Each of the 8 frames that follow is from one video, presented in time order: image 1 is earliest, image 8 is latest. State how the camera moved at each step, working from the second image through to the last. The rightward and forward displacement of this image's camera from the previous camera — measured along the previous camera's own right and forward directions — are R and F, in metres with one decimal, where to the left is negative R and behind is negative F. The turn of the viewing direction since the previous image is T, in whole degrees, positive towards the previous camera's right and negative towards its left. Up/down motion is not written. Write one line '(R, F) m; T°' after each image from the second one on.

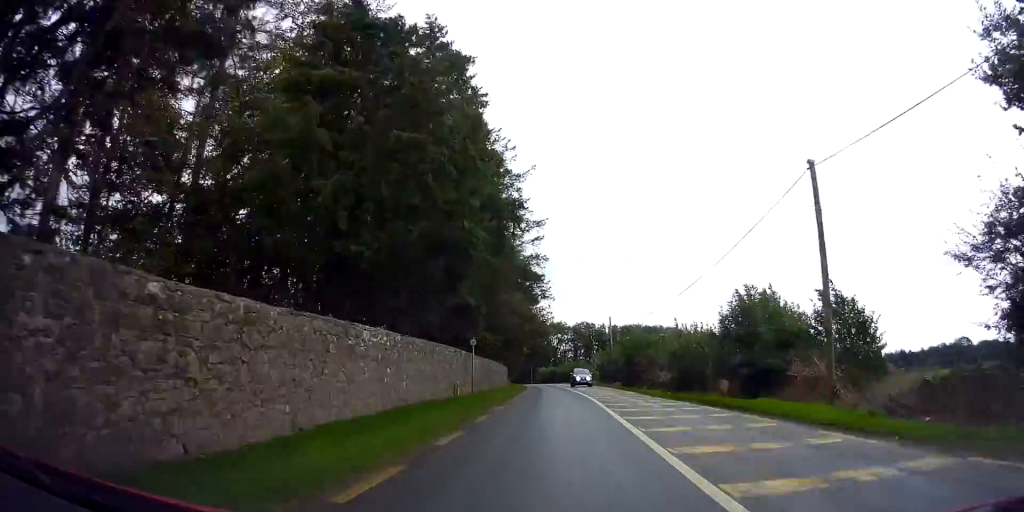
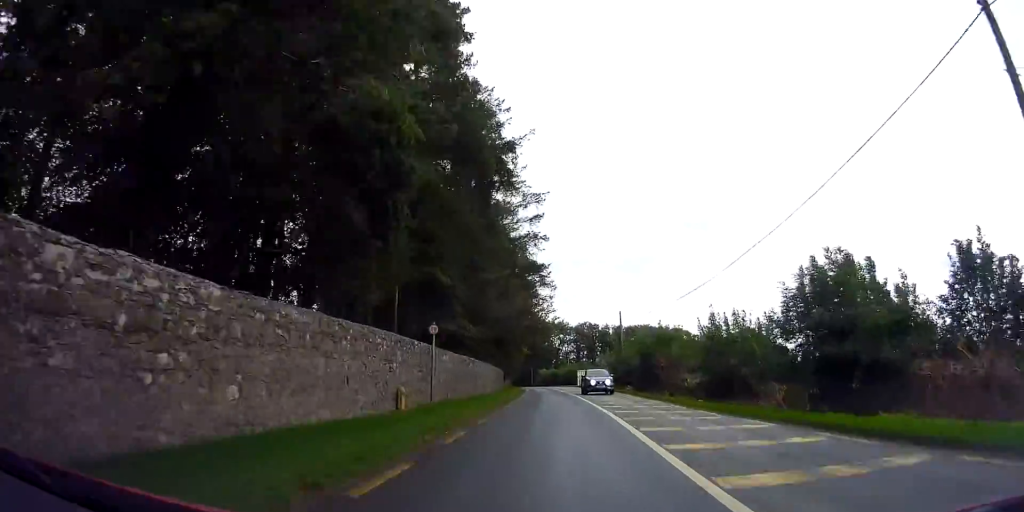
(+0.1, +7.8) m; 0°
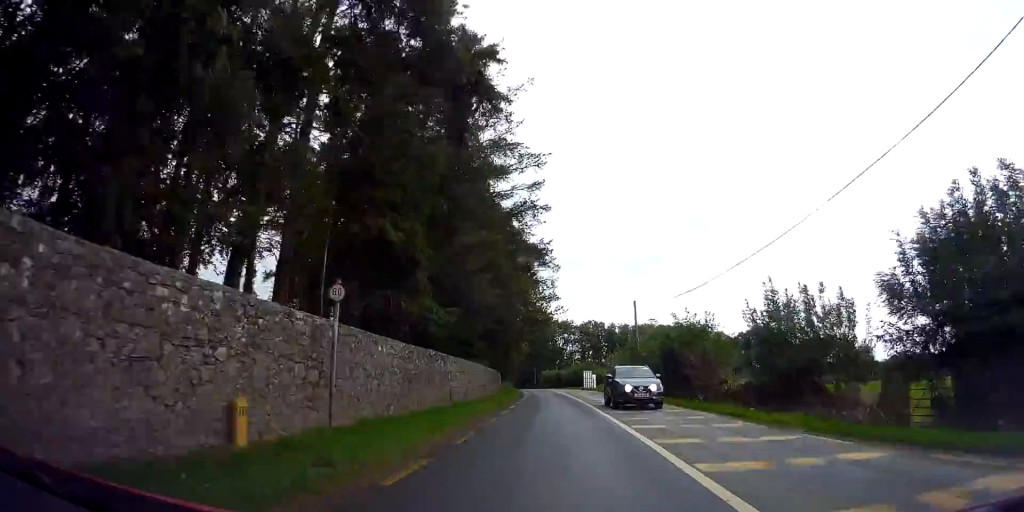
(+0.1, +7.2) m; 0°
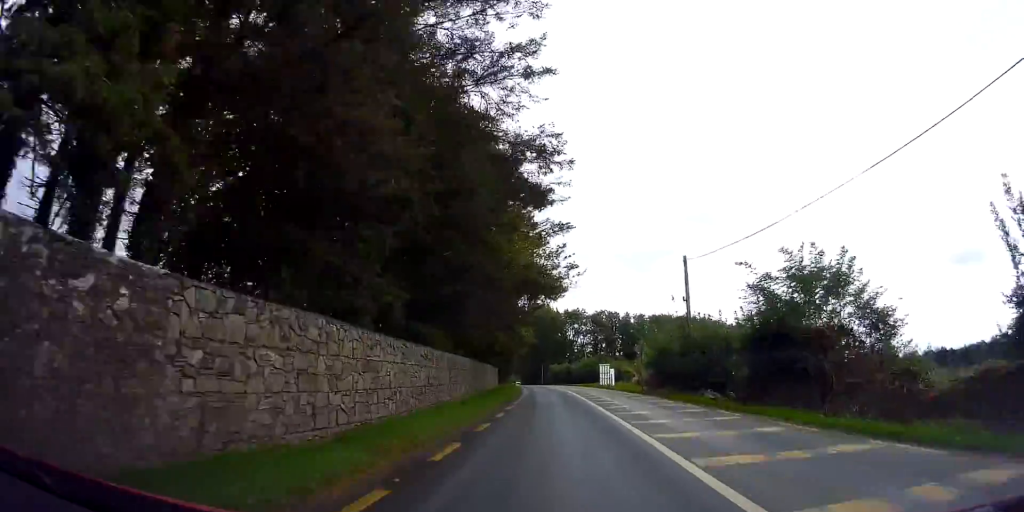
(-0.2, +14.1) m; +1°
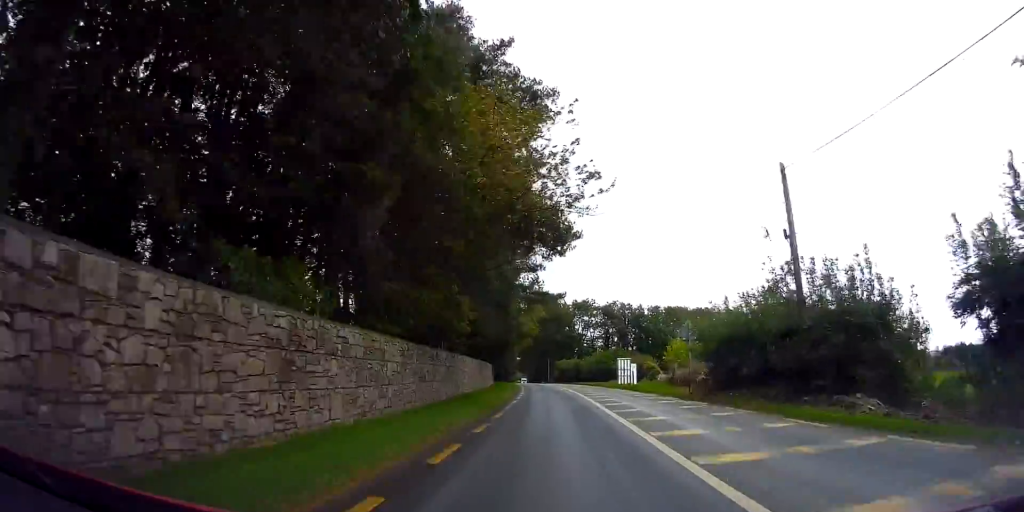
(+0.2, +12.1) m; 0°
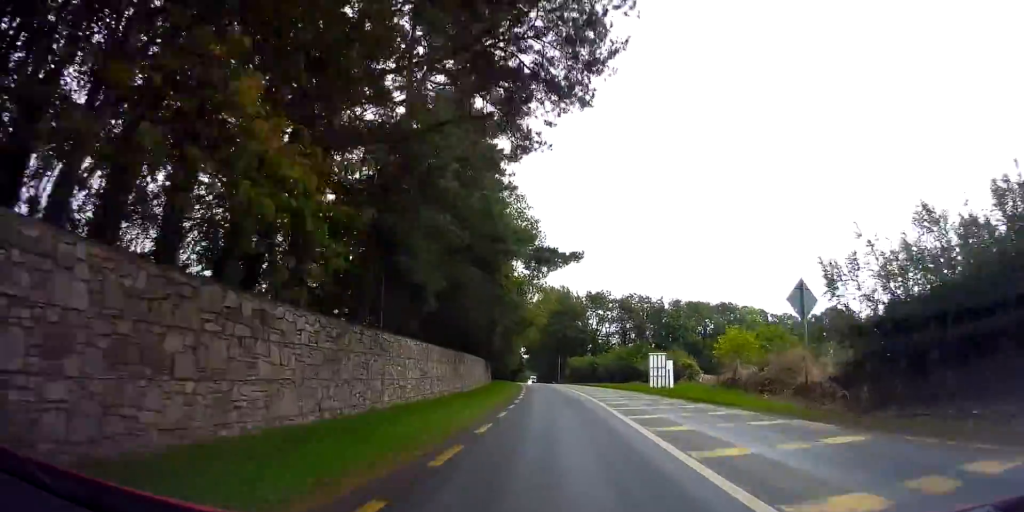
(+0.3, +11.7) m; -1°
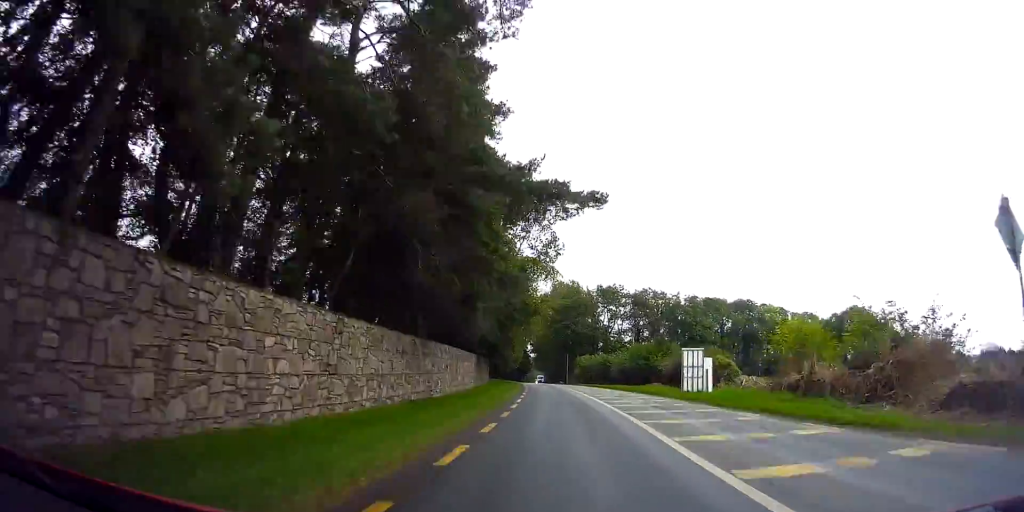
(-0.4, +7.8) m; -1°
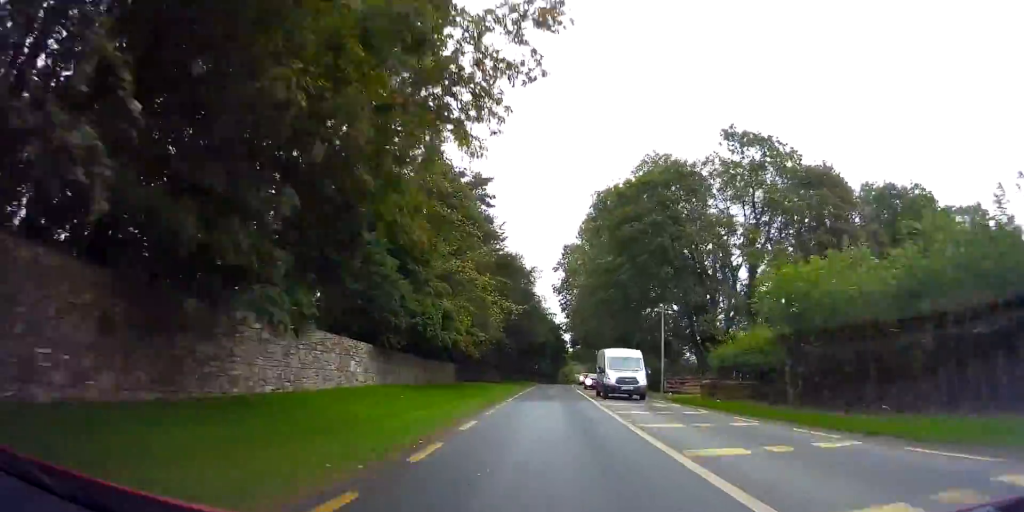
(-4.0, +66.3) m; -5°
